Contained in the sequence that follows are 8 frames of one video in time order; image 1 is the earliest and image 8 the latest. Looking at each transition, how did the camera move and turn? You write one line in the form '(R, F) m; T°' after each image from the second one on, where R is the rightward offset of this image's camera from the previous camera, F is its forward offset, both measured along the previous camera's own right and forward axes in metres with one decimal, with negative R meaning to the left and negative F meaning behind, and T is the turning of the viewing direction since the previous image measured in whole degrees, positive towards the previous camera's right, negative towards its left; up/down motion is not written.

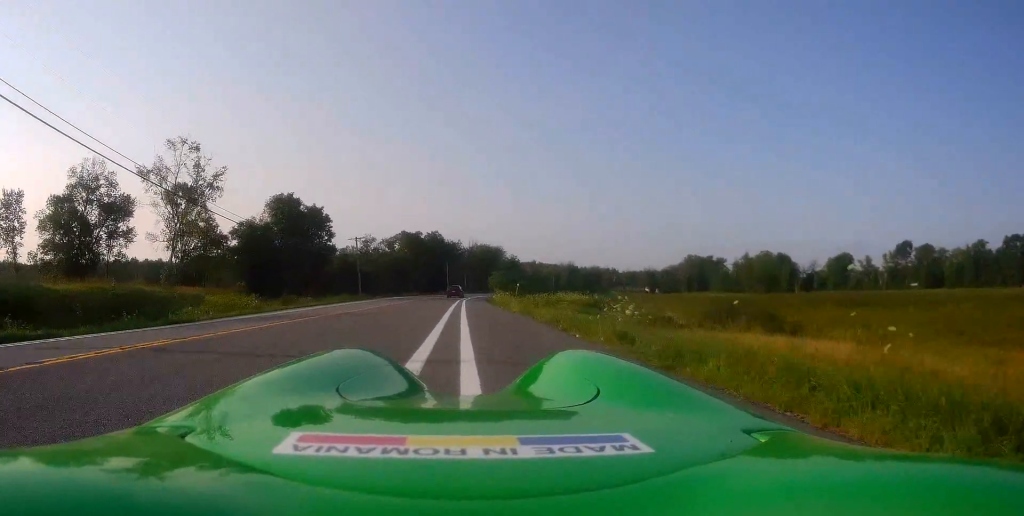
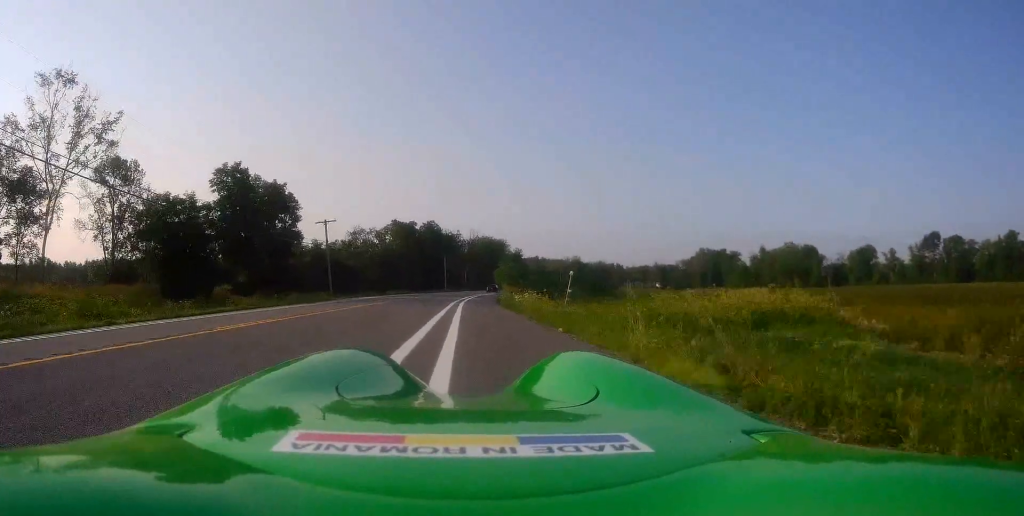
(+0.4, +19.0) m; +1°
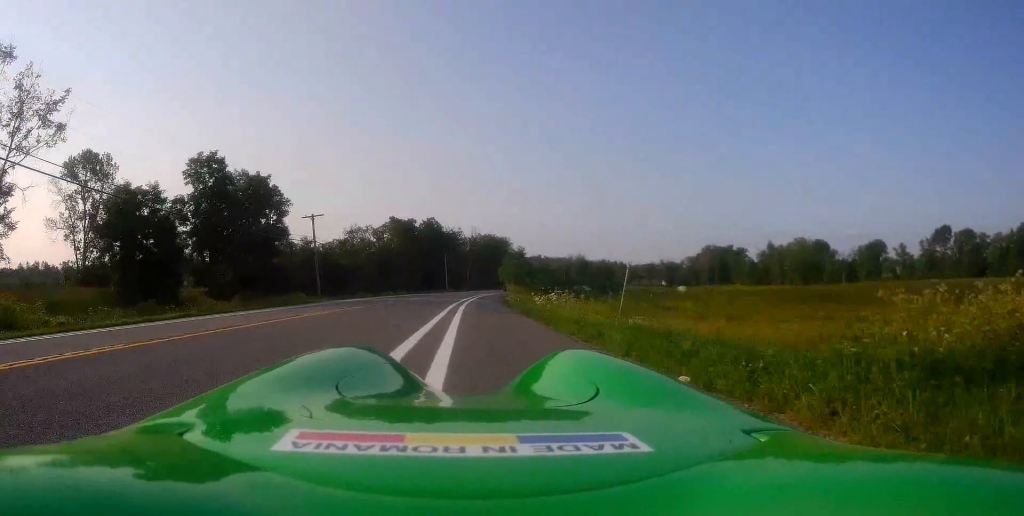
(0.0, +6.7) m; -1°
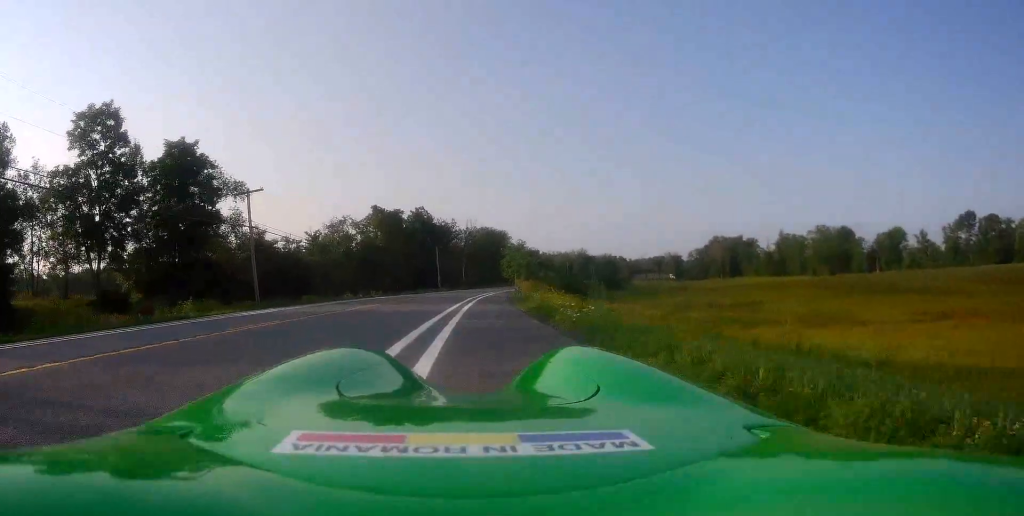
(+0.4, +17.7) m; +3°
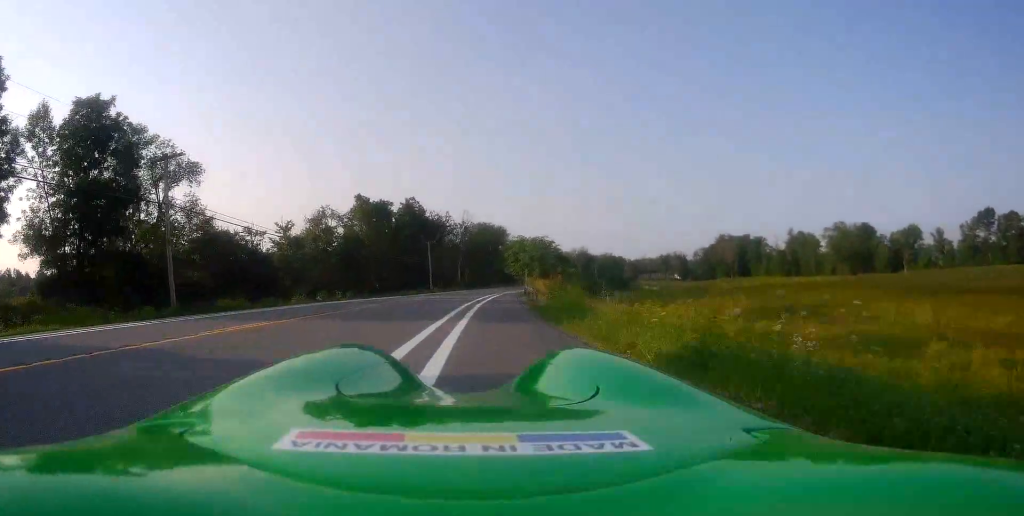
(-0.3, +12.7) m; -2°
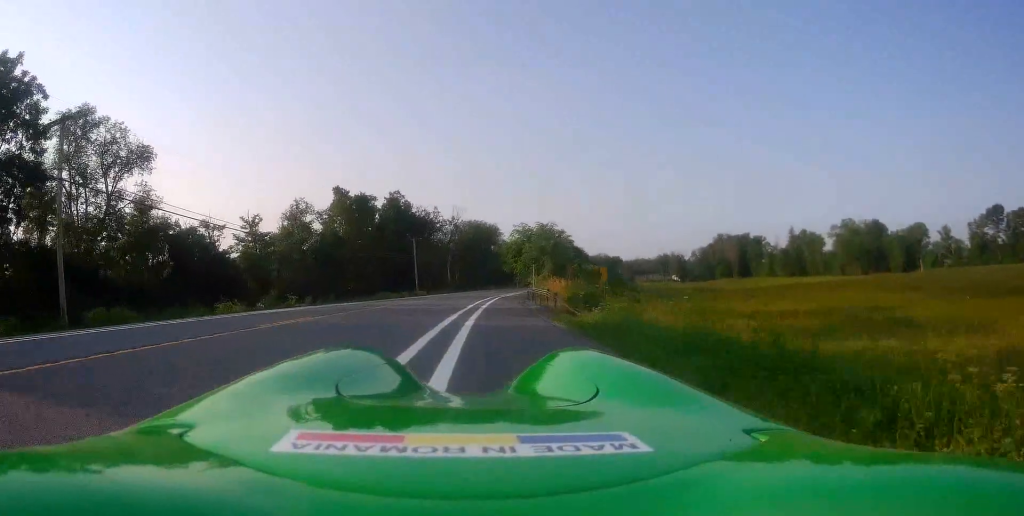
(0.0, +9.7) m; +2°
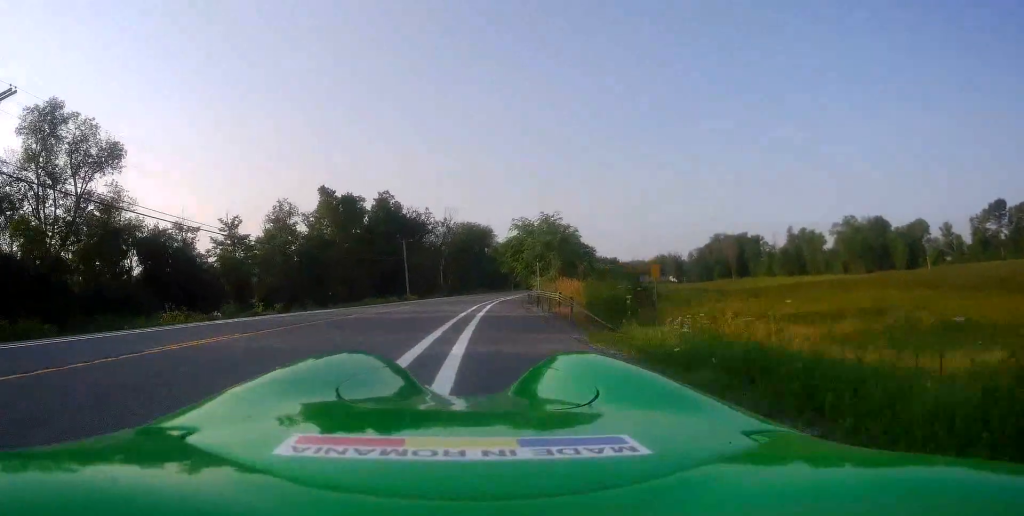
(+0.2, +4.4) m; +1°
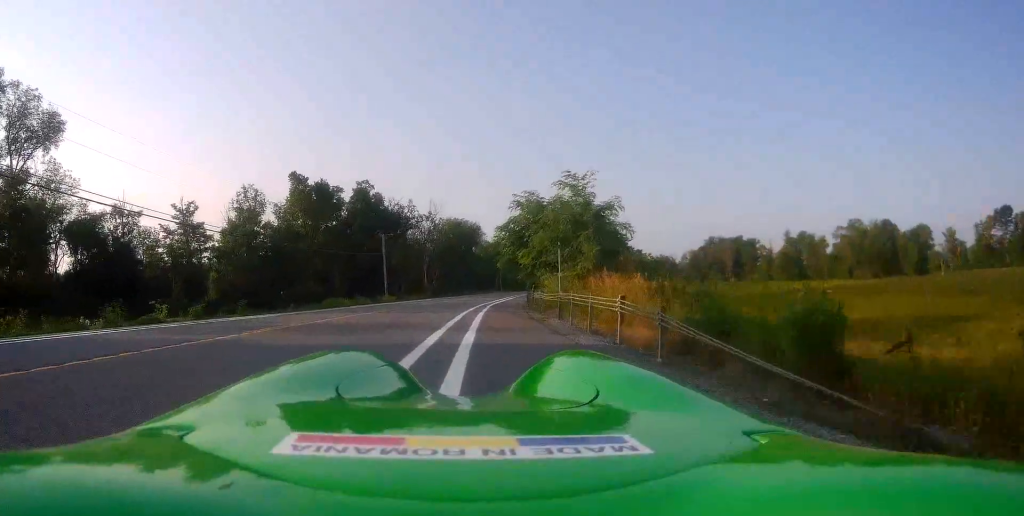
(+0.2, +8.7) m; +2°
